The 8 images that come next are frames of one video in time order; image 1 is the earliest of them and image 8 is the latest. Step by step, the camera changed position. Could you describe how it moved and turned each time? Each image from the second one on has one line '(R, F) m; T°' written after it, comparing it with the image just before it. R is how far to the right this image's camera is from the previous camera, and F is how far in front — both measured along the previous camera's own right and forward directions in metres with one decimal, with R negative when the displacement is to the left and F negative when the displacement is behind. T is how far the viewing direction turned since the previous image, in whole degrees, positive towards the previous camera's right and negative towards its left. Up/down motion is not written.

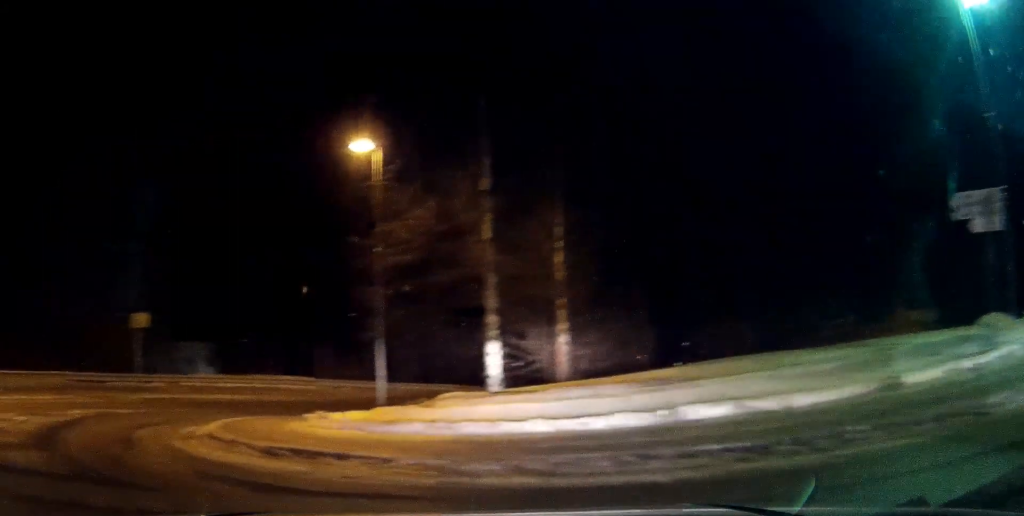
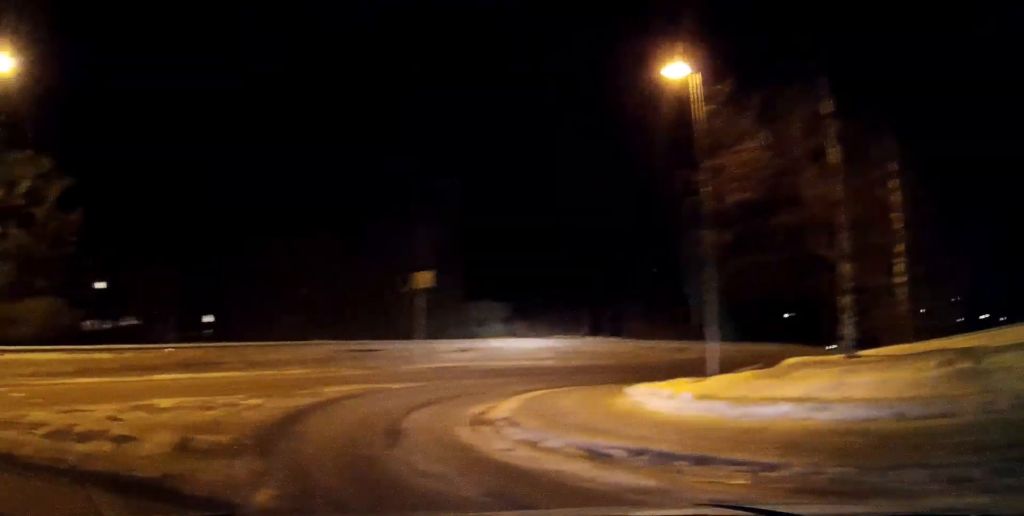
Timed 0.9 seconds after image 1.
(-0.7, +3.1) m; -24°
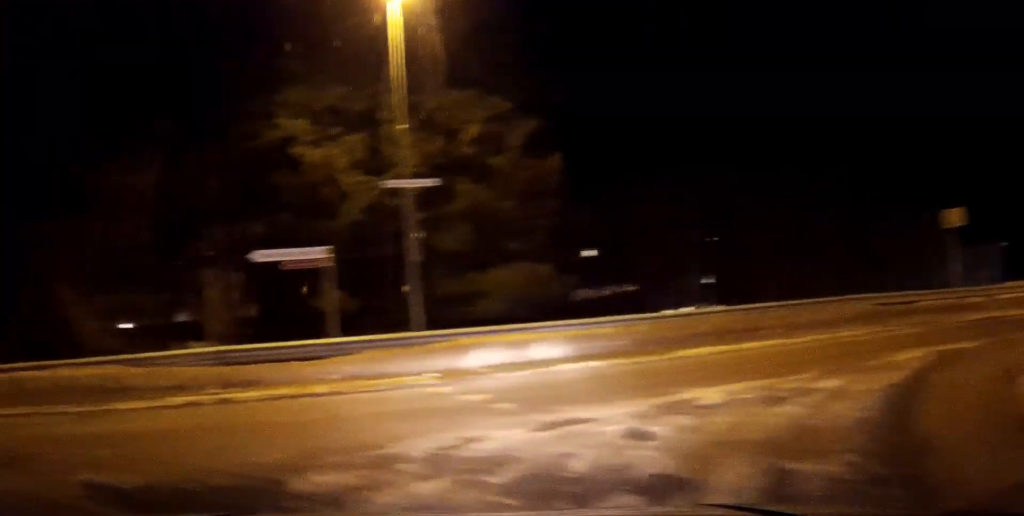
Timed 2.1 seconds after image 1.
(-1.2, +4.3) m; -31°
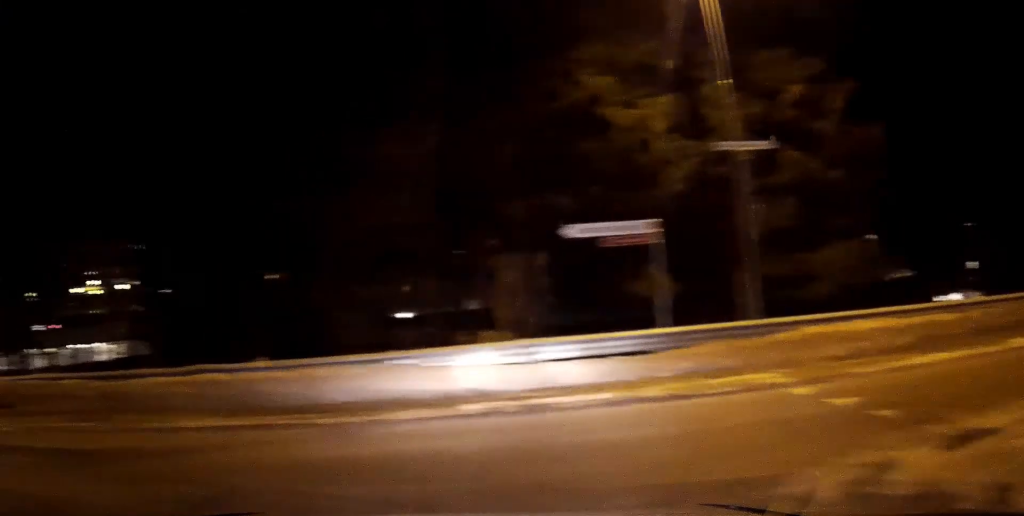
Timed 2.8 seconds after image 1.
(-0.1, +2.3) m; -18°
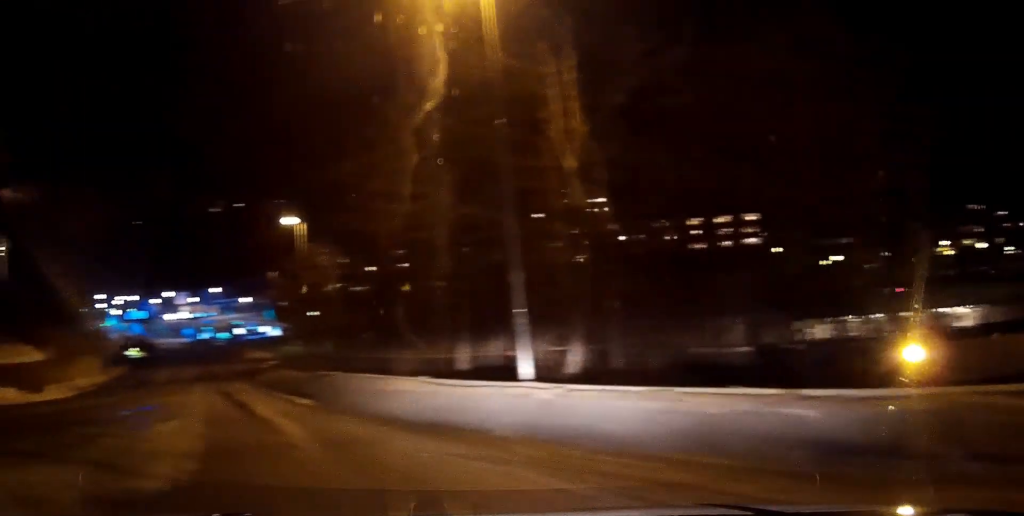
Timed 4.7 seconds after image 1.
(-4.2, +5.7) m; -68°
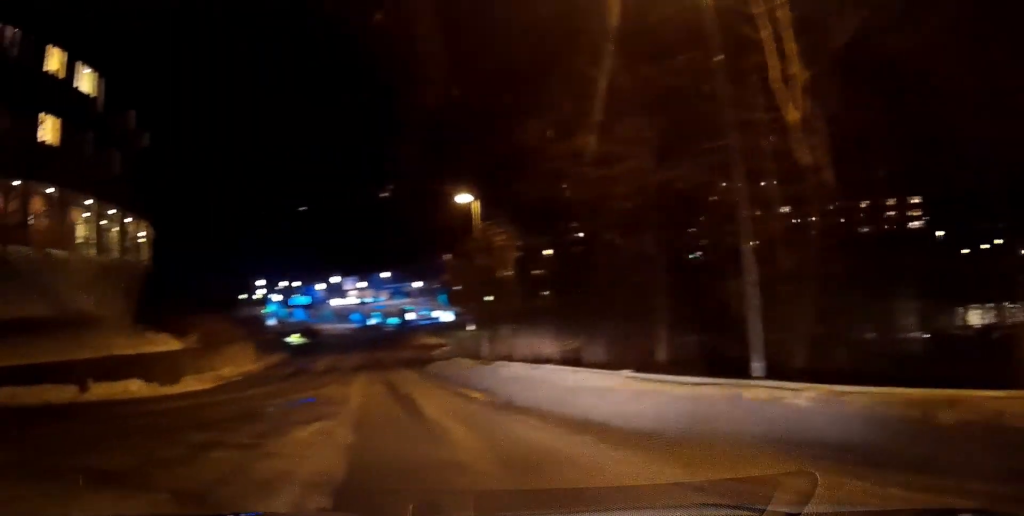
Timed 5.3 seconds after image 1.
(-0.5, +2.4) m; -7°
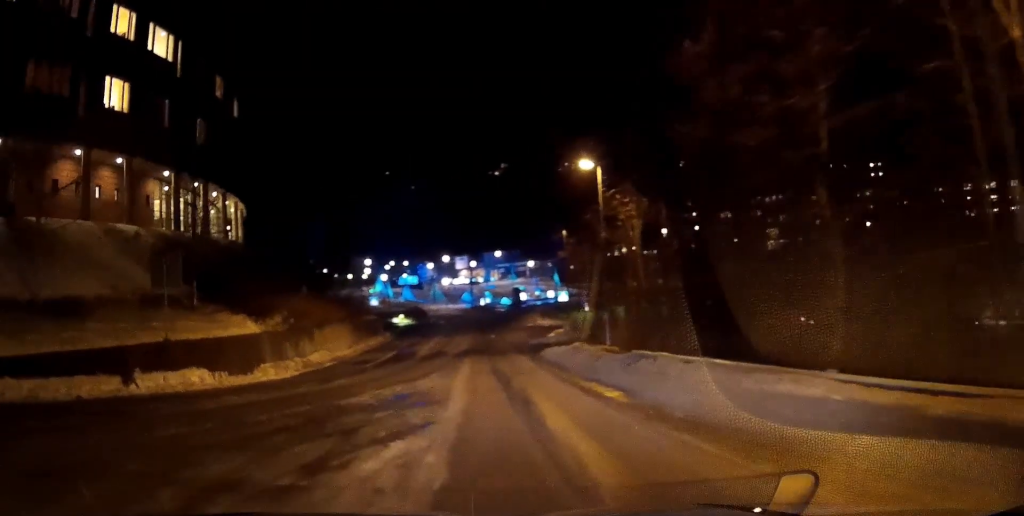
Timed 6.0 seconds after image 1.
(-0.3, +3.6) m; -6°
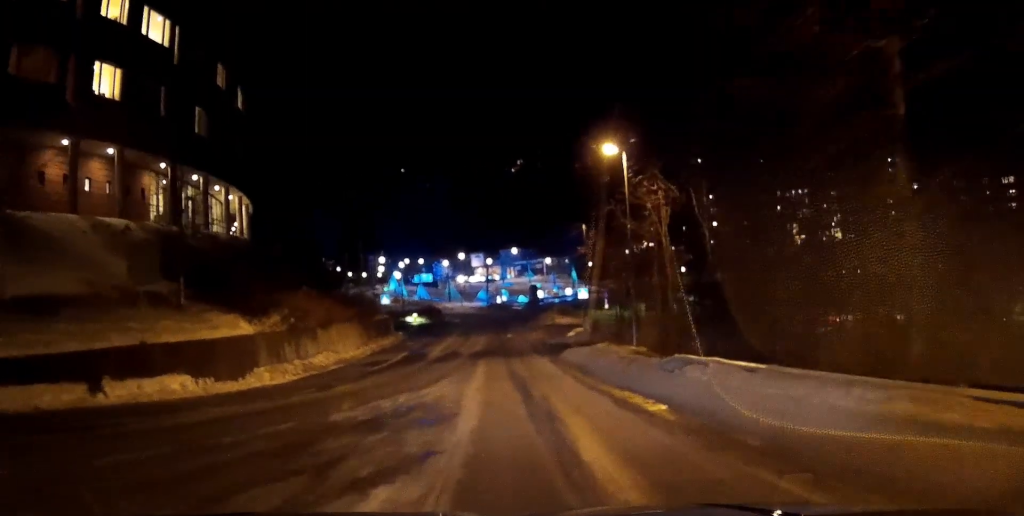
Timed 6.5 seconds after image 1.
(0.0, +2.5) m; 0°
